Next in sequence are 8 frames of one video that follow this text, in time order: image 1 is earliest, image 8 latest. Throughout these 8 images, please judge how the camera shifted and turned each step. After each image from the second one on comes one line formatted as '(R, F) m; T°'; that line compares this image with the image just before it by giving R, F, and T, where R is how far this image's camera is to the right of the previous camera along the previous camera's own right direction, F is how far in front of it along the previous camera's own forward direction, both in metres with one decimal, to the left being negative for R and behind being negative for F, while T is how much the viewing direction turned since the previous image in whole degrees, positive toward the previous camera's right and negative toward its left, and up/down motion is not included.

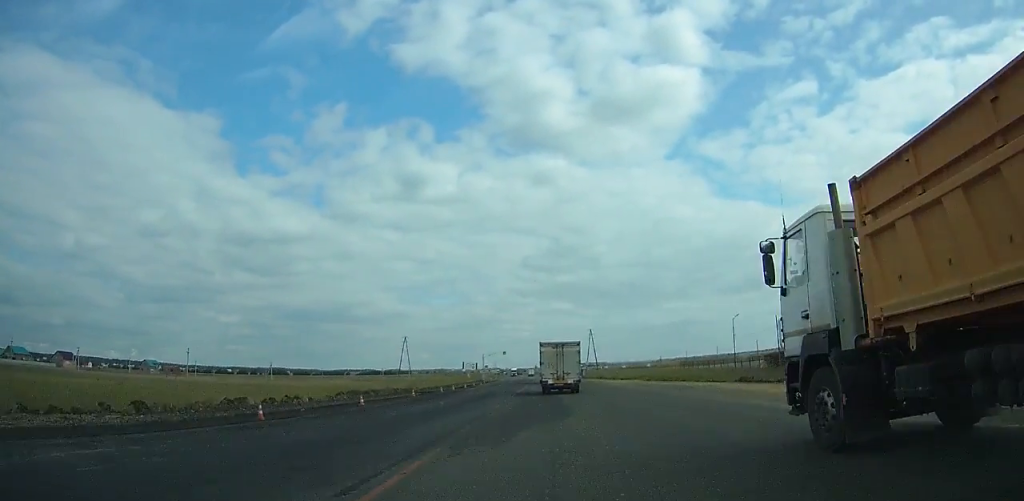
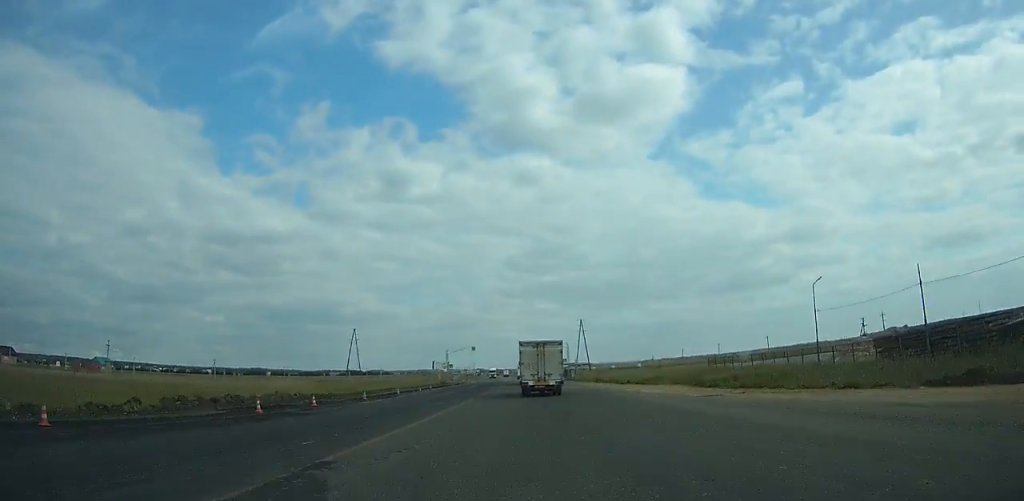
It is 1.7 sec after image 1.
(+0.1, +29.7) m; 0°
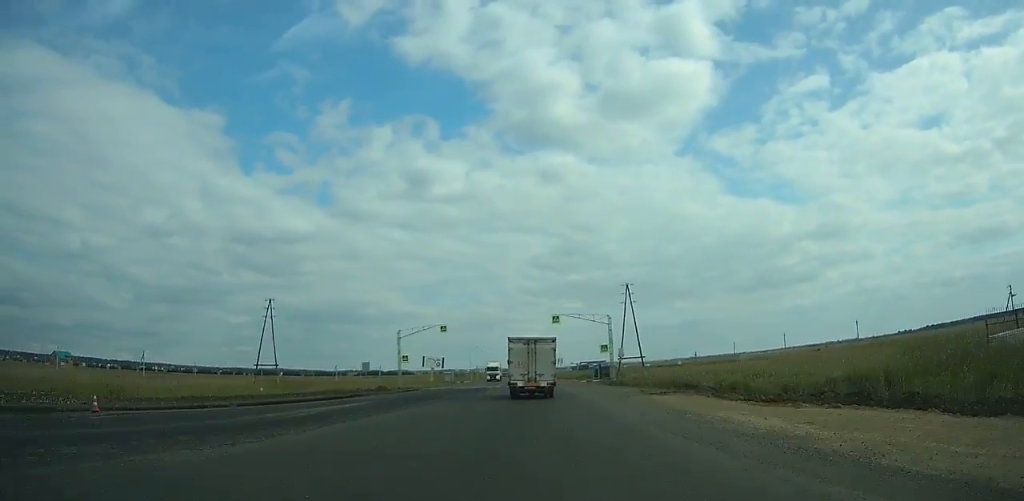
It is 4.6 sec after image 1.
(+0.2, +51.0) m; -1°
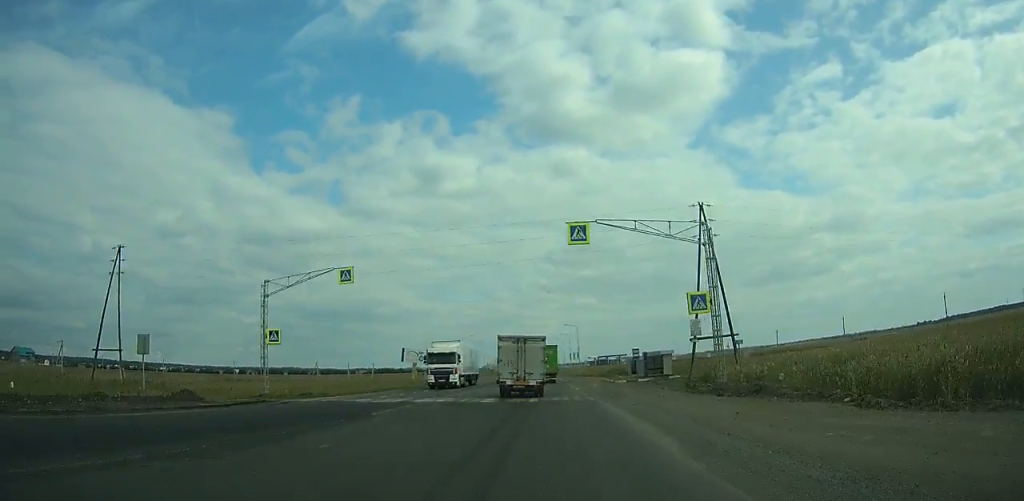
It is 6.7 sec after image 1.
(-0.1, +36.9) m; -1°
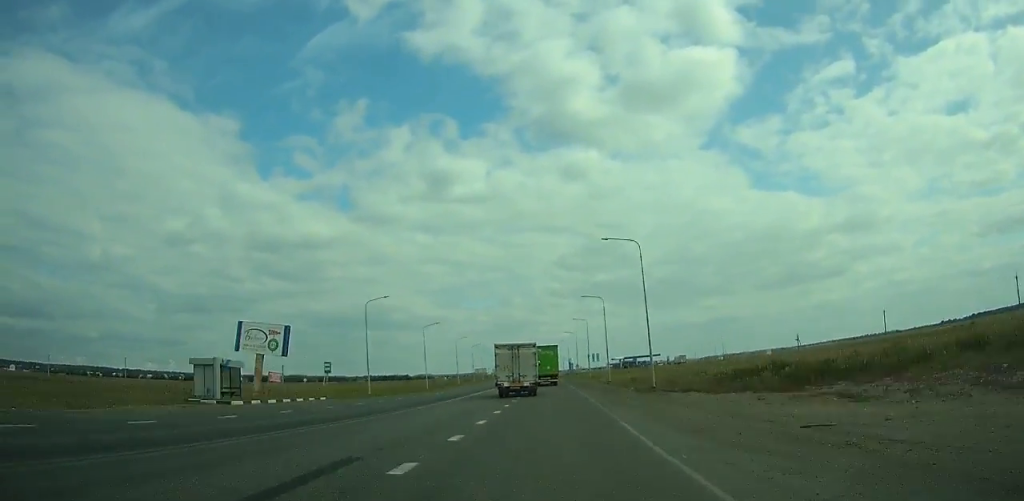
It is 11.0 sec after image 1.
(-2.1, +73.9) m; -2°
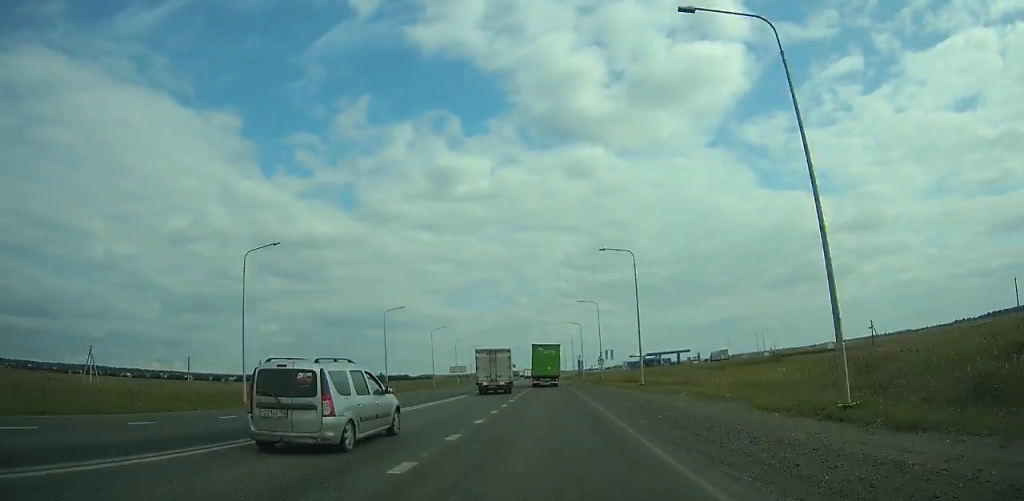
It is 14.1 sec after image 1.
(-0.5, +51.5) m; -1°
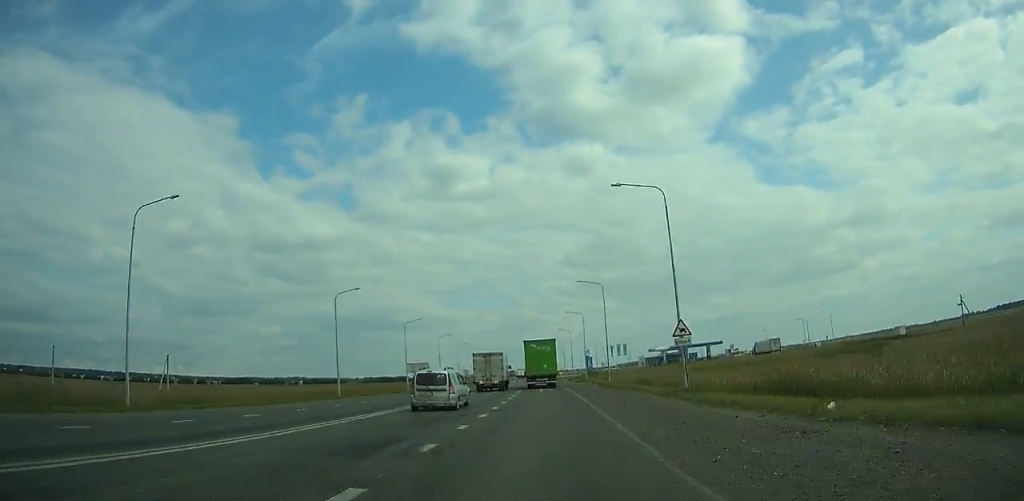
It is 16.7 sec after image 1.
(0.0, +41.2) m; 0°
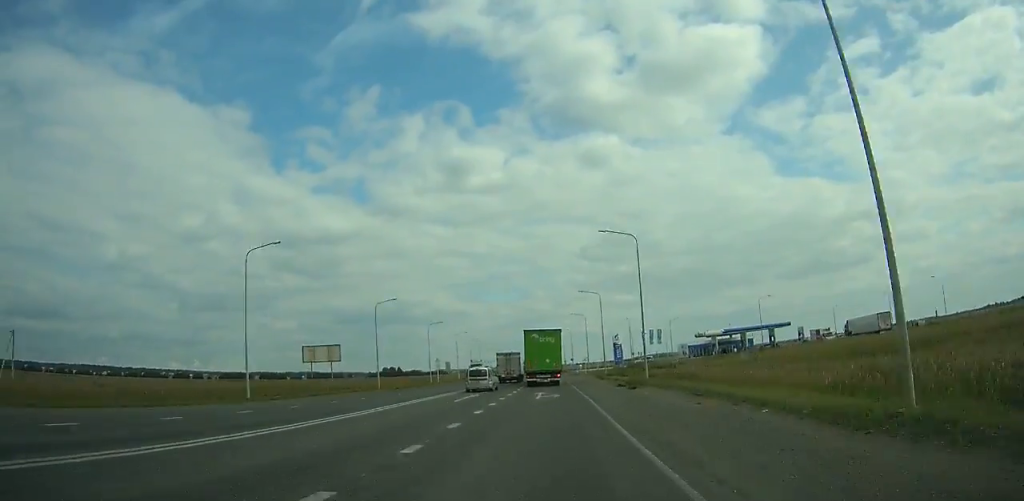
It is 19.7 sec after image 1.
(-0.1, +44.1) m; -1°
